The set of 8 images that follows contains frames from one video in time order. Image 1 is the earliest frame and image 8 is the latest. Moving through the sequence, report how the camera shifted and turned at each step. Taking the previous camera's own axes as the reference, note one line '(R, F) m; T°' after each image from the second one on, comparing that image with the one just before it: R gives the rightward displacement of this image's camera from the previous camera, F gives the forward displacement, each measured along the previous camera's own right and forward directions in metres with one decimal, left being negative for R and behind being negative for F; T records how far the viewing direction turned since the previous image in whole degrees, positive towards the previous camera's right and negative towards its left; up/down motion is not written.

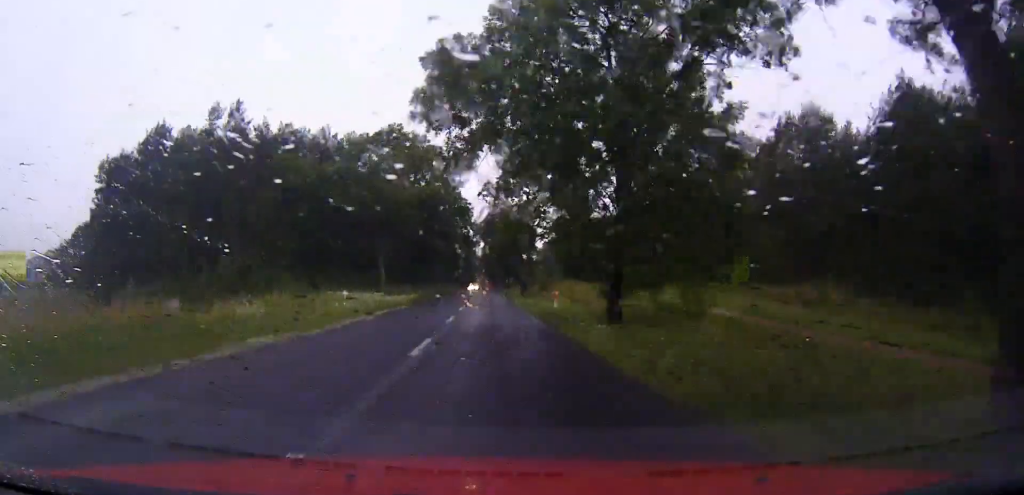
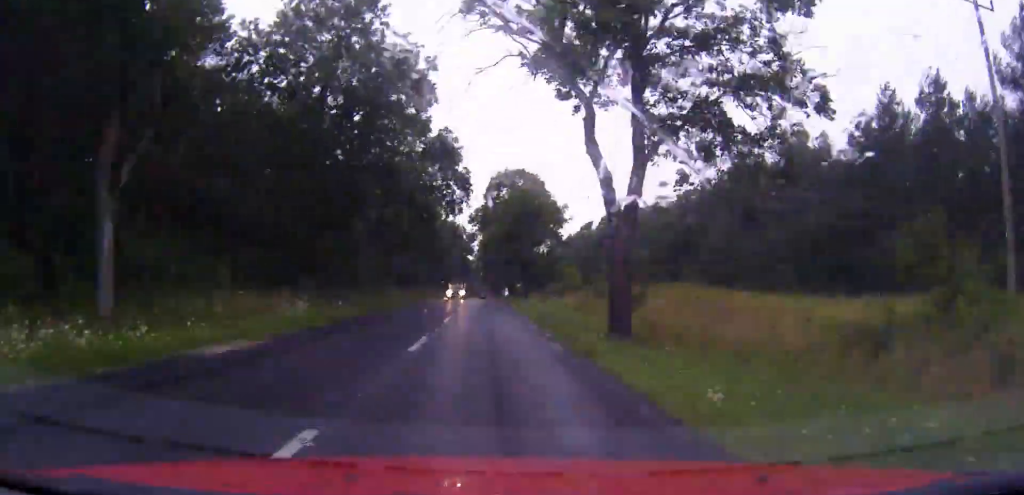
(-0.1, +46.8) m; 0°
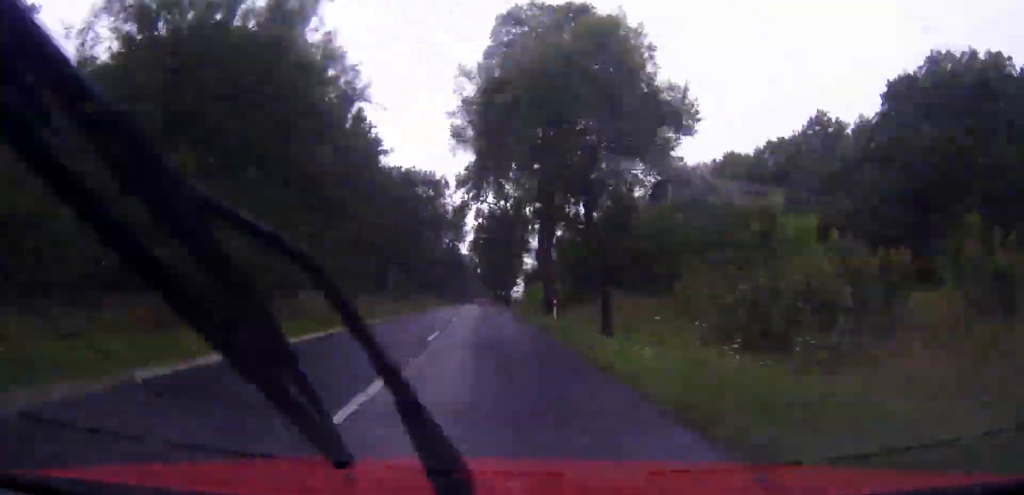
(+0.1, +55.2) m; 0°
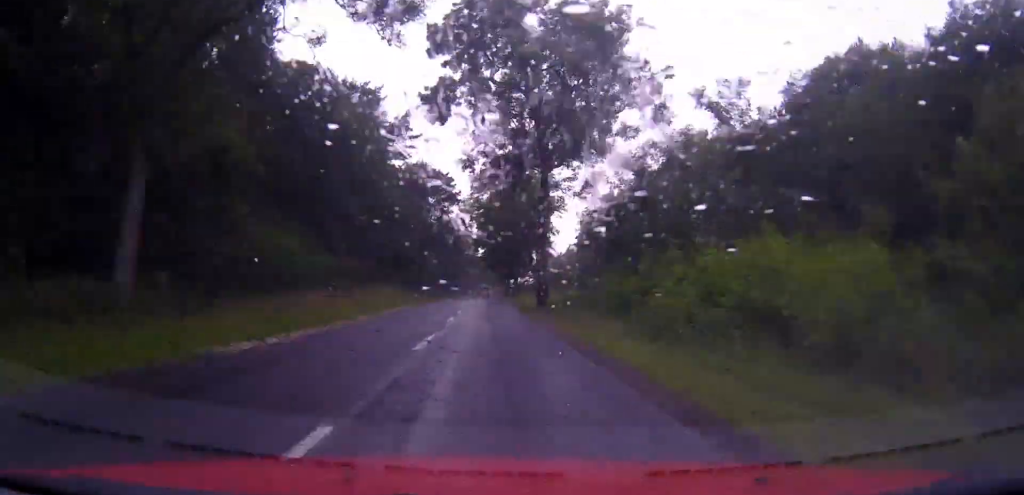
(+0.2, +50.8) m; 0°
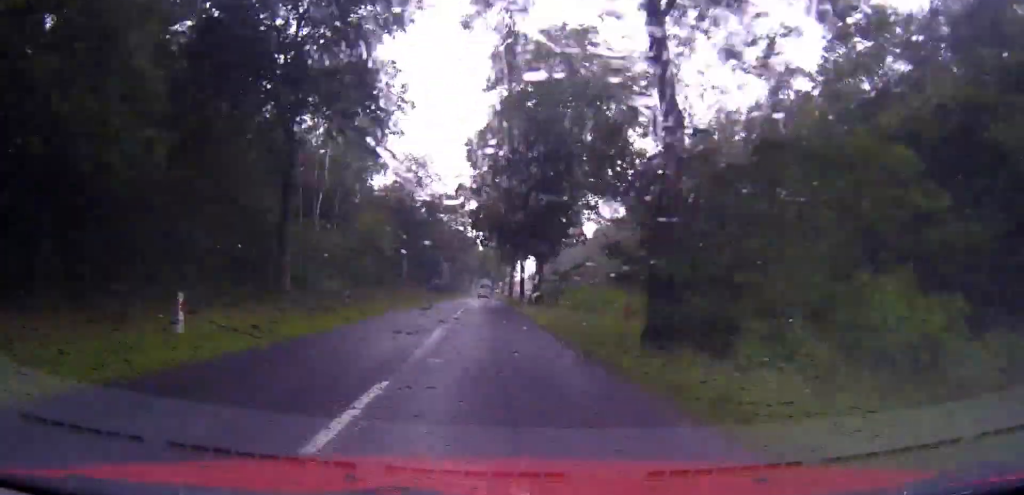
(-0.4, +66.4) m; 0°
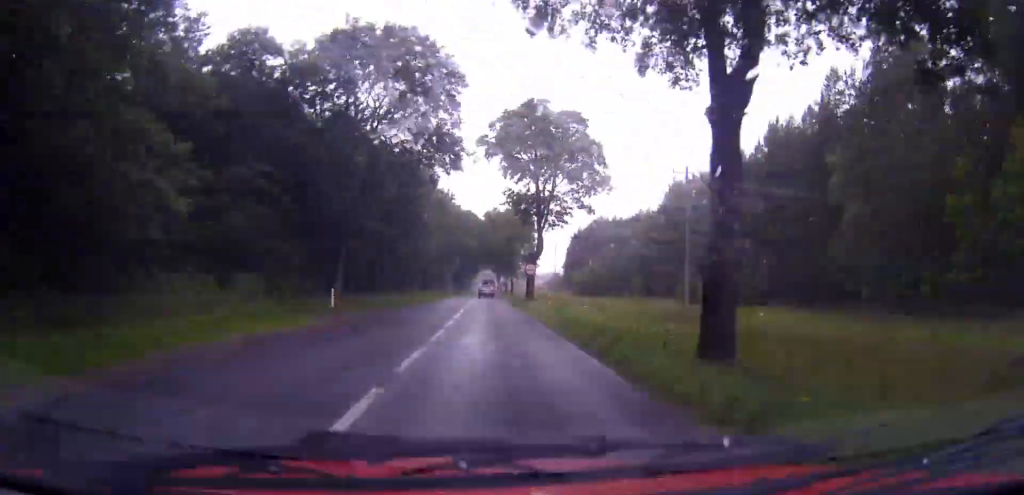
(+0.1, +75.2) m; 0°
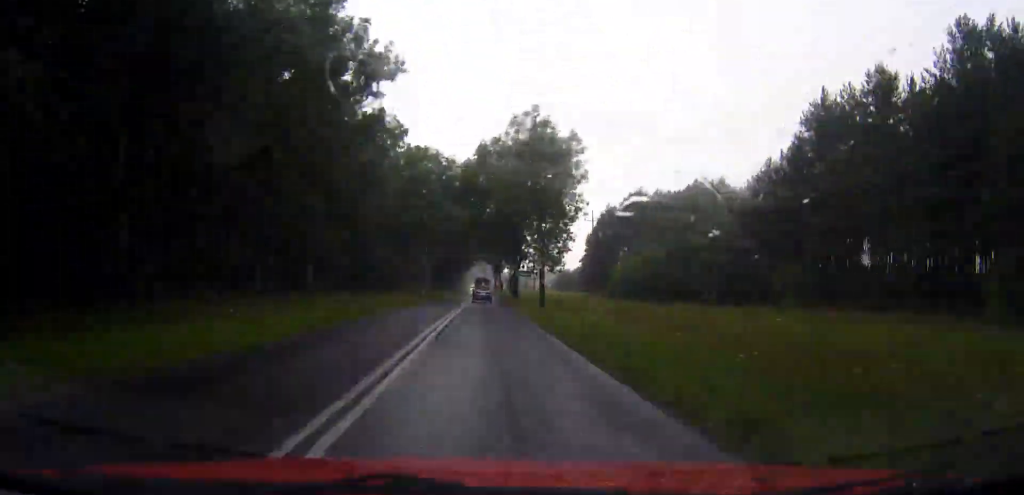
(-0.2, +55.3) m; 0°
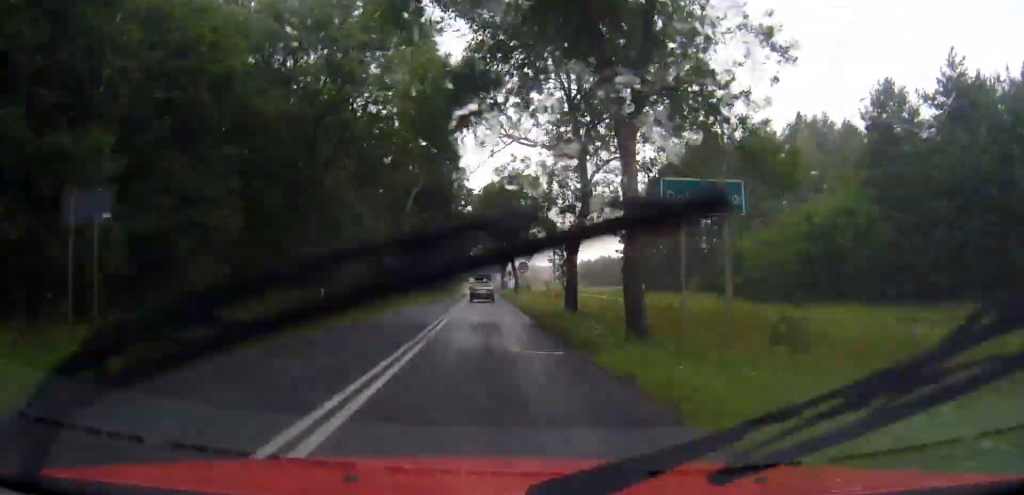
(0.0, +49.1) m; 0°
